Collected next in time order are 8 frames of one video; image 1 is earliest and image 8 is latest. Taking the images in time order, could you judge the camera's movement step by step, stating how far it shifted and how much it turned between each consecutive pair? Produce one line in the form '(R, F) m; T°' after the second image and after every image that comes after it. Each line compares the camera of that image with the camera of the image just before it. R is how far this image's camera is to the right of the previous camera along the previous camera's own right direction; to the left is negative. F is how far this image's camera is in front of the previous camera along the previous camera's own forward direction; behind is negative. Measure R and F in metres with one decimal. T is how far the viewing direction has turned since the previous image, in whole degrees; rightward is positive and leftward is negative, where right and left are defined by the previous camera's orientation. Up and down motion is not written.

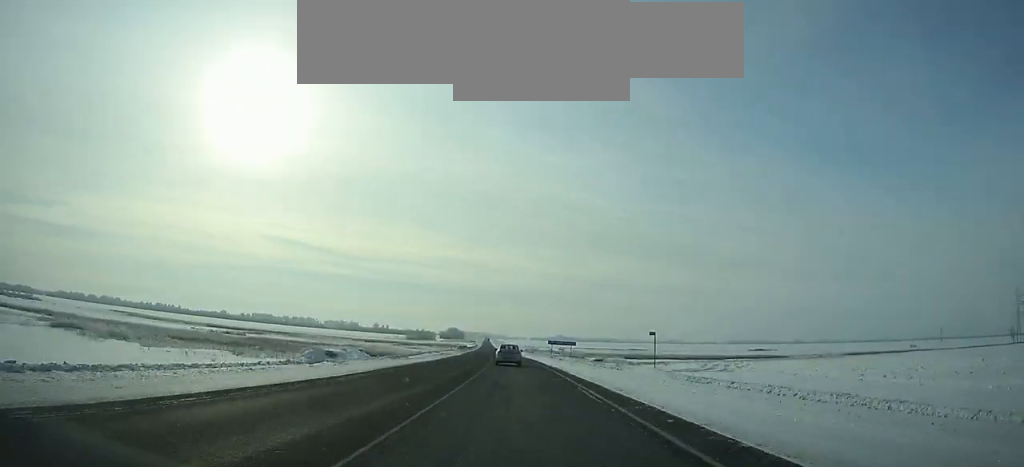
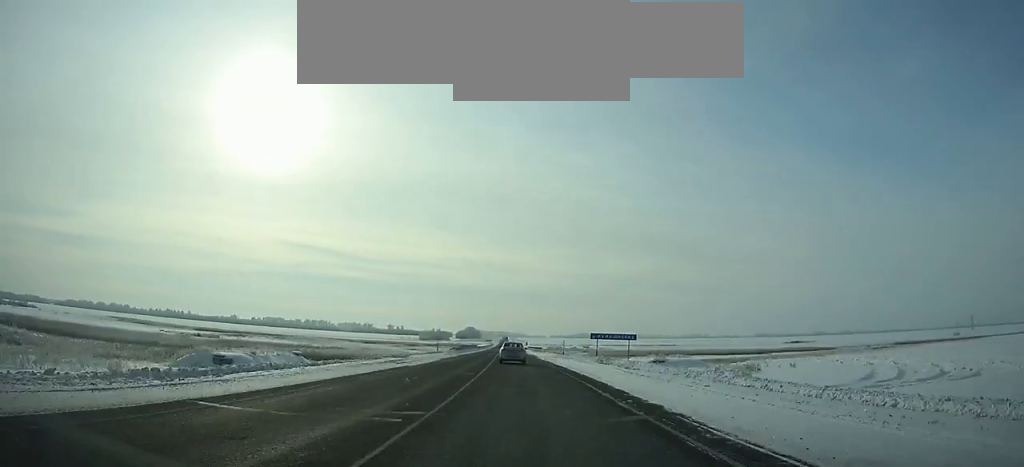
(-0.5, +38.5) m; -1°
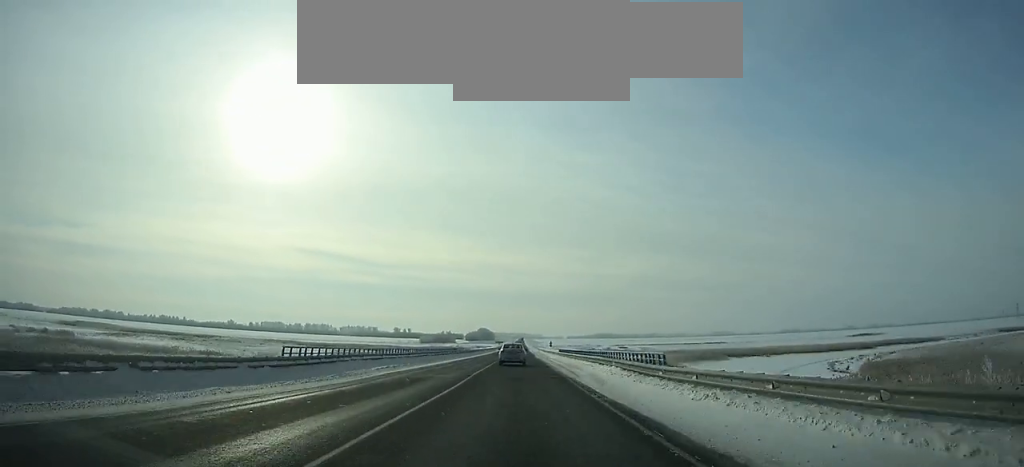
(-1.0, +85.2) m; -1°
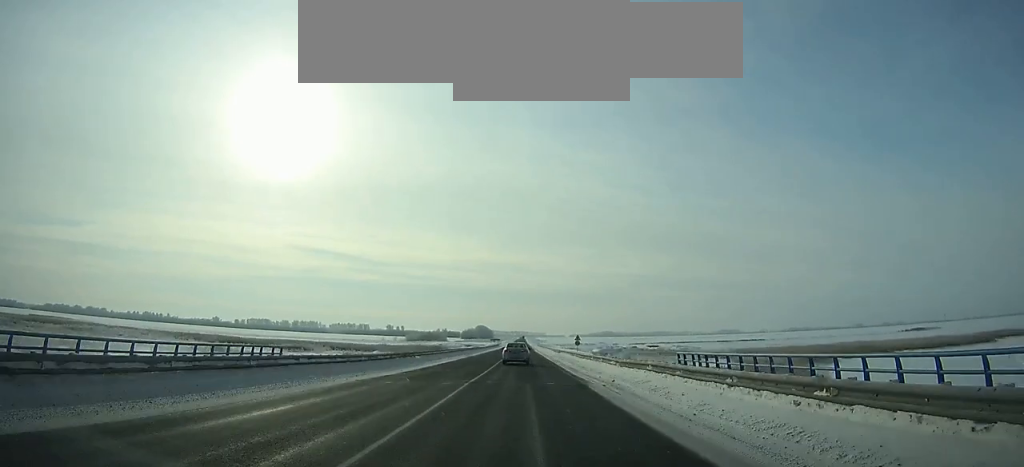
(+0.1, +65.8) m; 0°
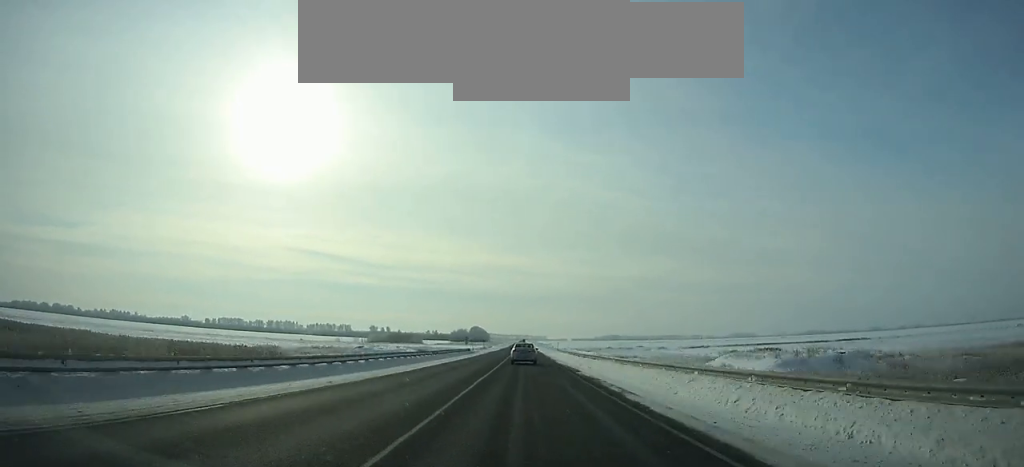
(+0.2, +112.4) m; 0°
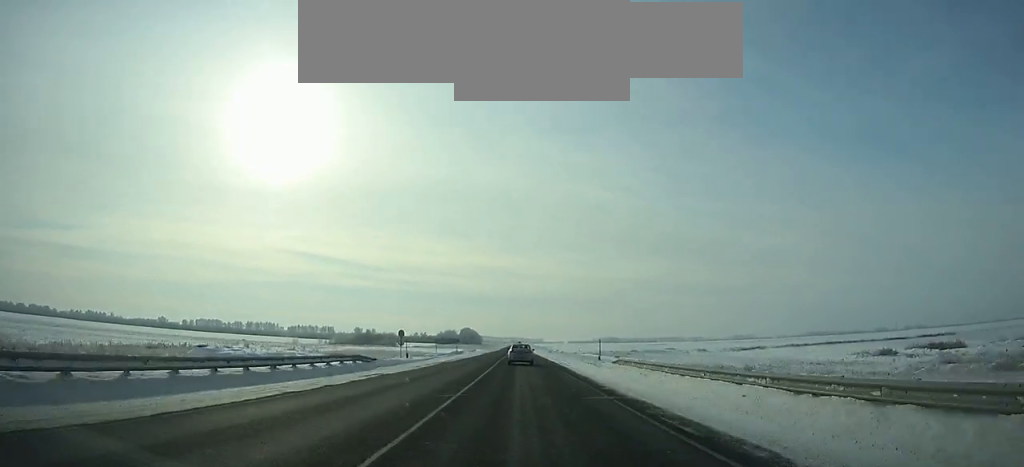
(0.0, +57.4) m; 0°
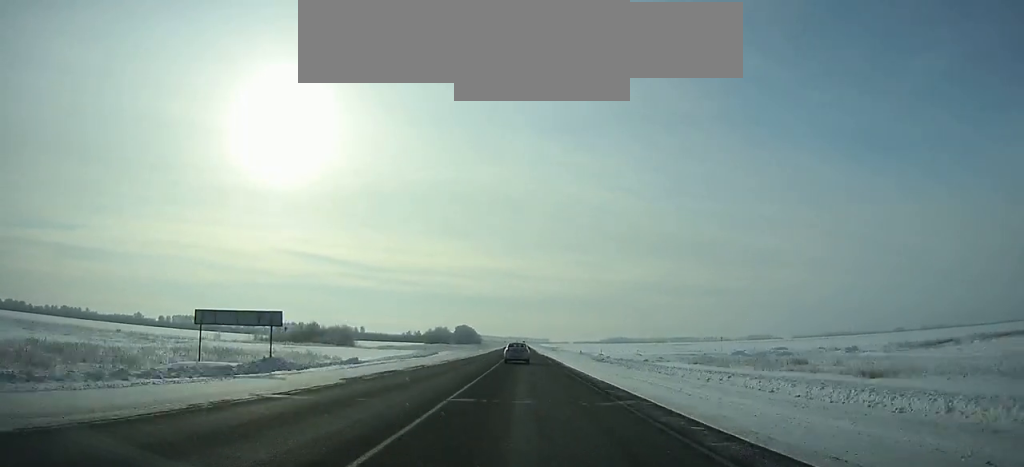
(+0.1, +79.4) m; 0°
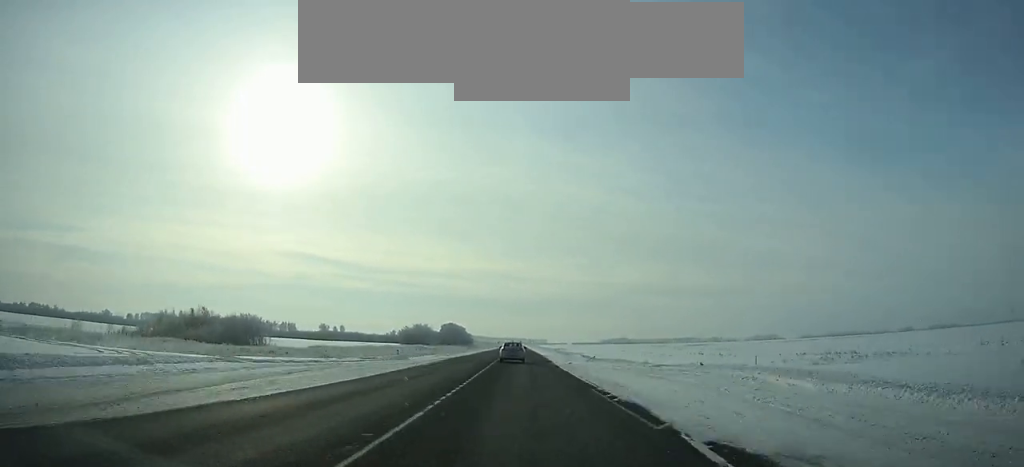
(+0.1, +70.9) m; 0°
